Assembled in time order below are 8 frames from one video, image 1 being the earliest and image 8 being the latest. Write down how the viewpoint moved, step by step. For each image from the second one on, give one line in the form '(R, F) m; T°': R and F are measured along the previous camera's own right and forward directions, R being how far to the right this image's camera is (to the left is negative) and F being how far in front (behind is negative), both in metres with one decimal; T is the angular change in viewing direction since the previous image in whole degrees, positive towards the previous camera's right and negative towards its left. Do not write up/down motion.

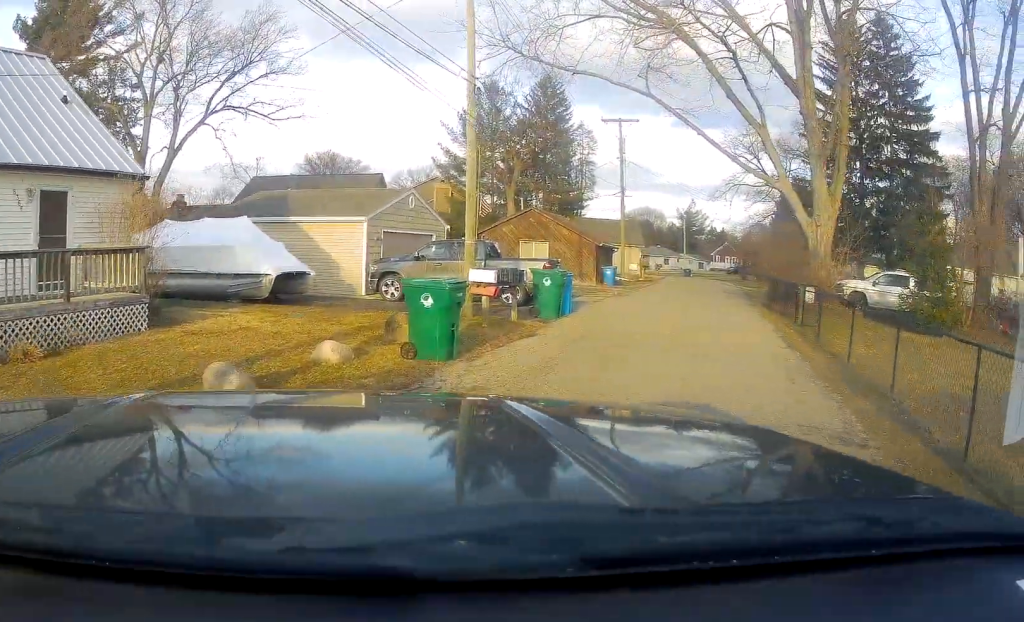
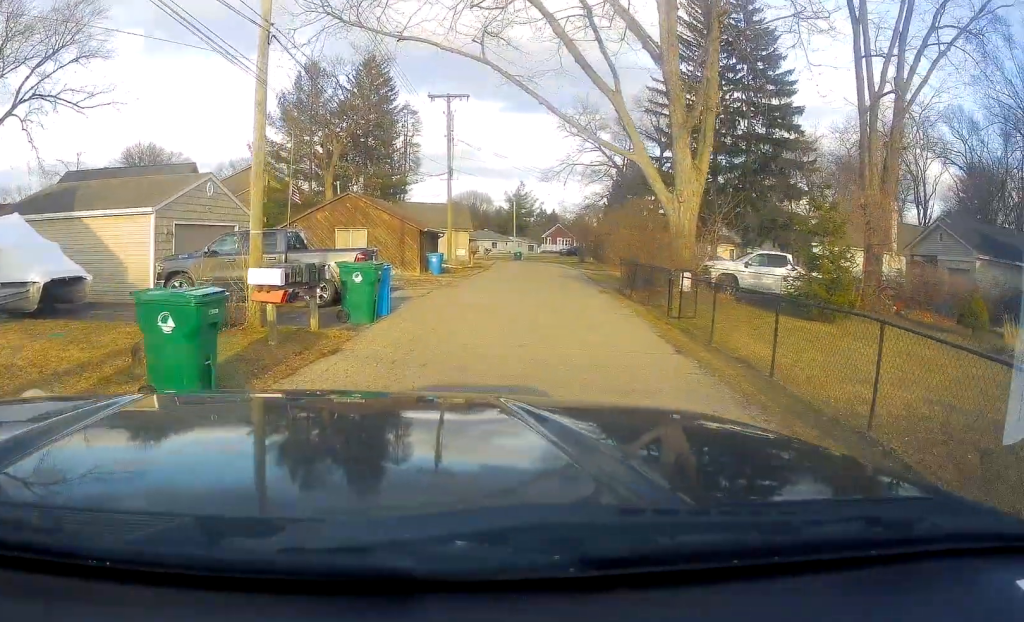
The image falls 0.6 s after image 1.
(+0.7, +3.3) m; +14°
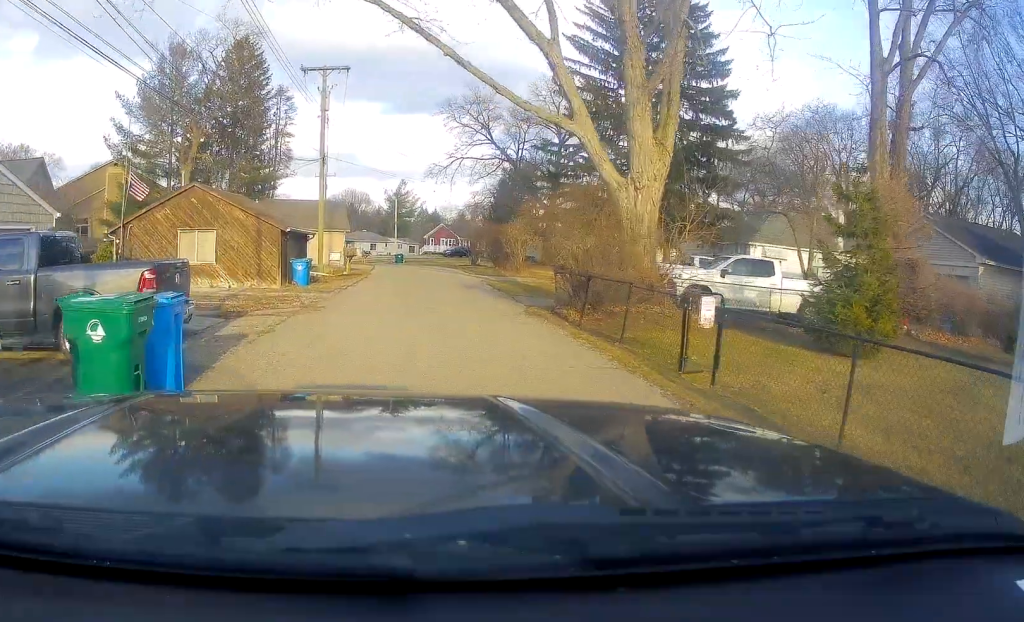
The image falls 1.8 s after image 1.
(+1.4, +6.6) m; +11°
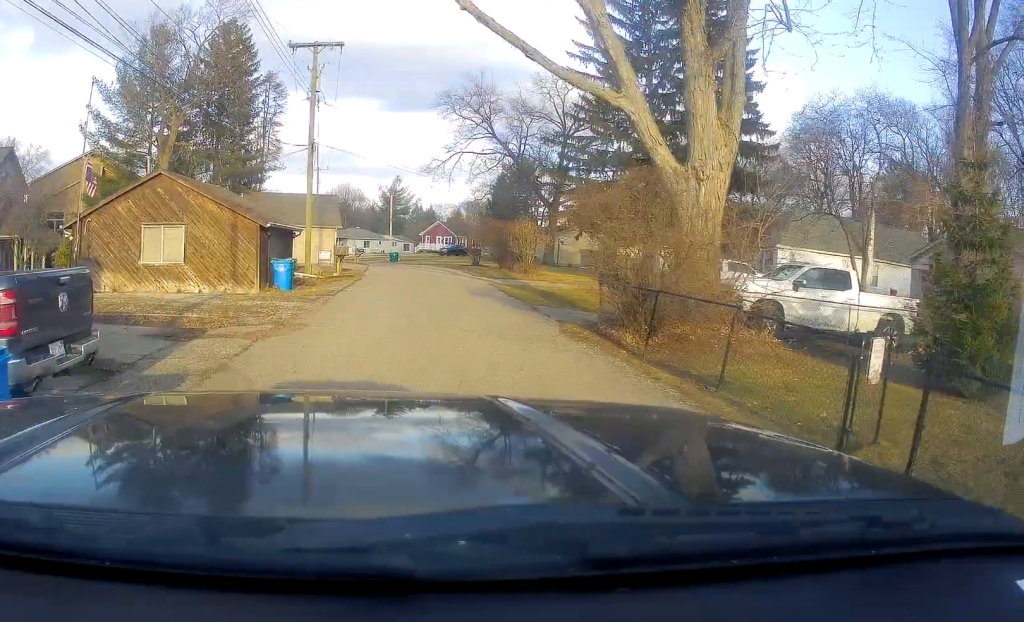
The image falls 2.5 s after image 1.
(-0.1, +3.9) m; -1°
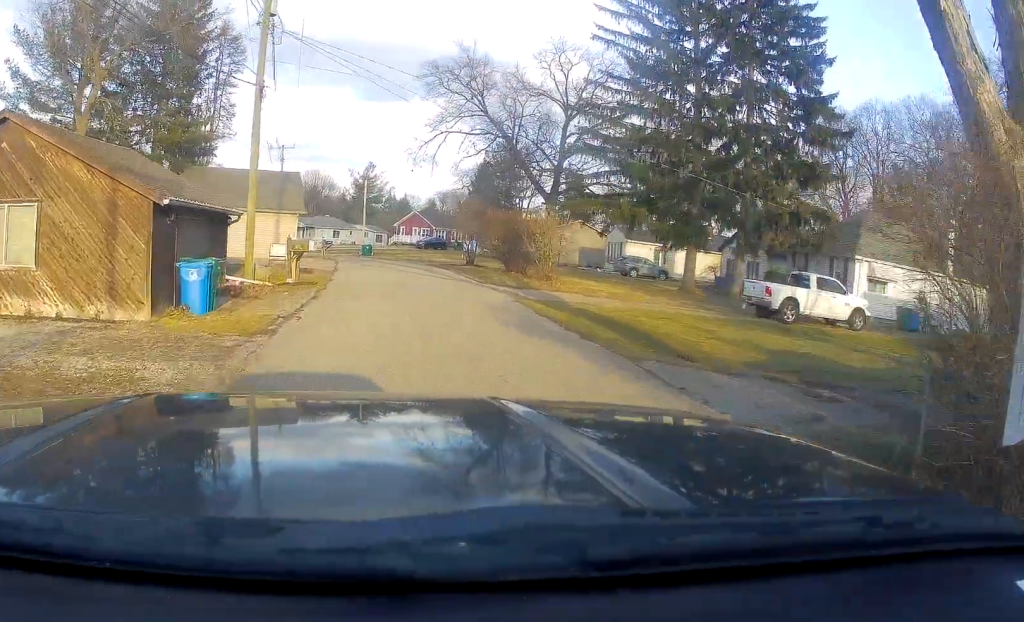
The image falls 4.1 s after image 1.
(-0.2, +10.5) m; +9°
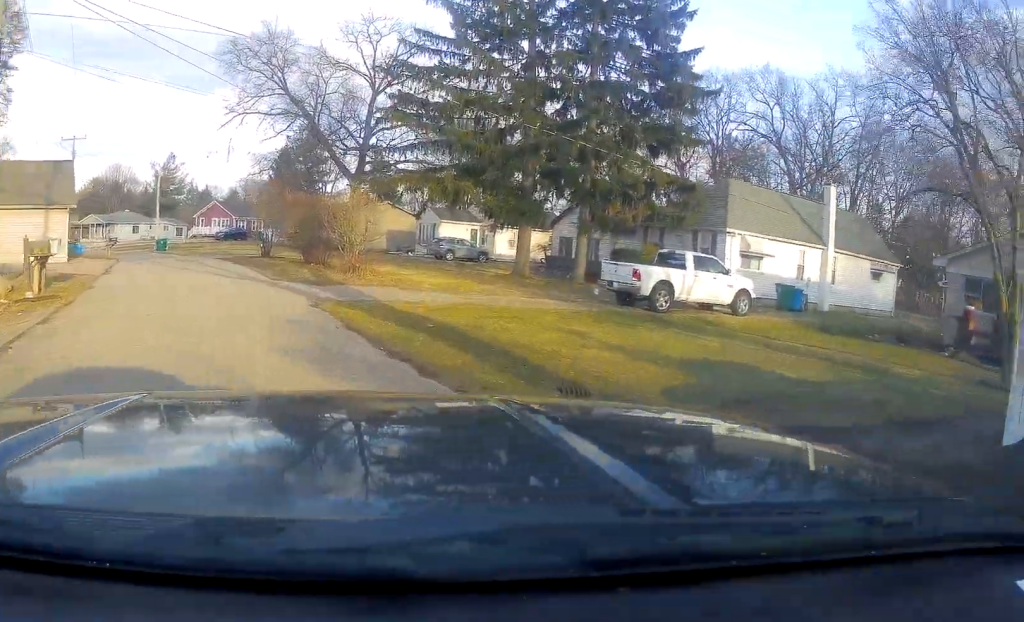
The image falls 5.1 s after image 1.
(+1.0, +5.6) m; +16°
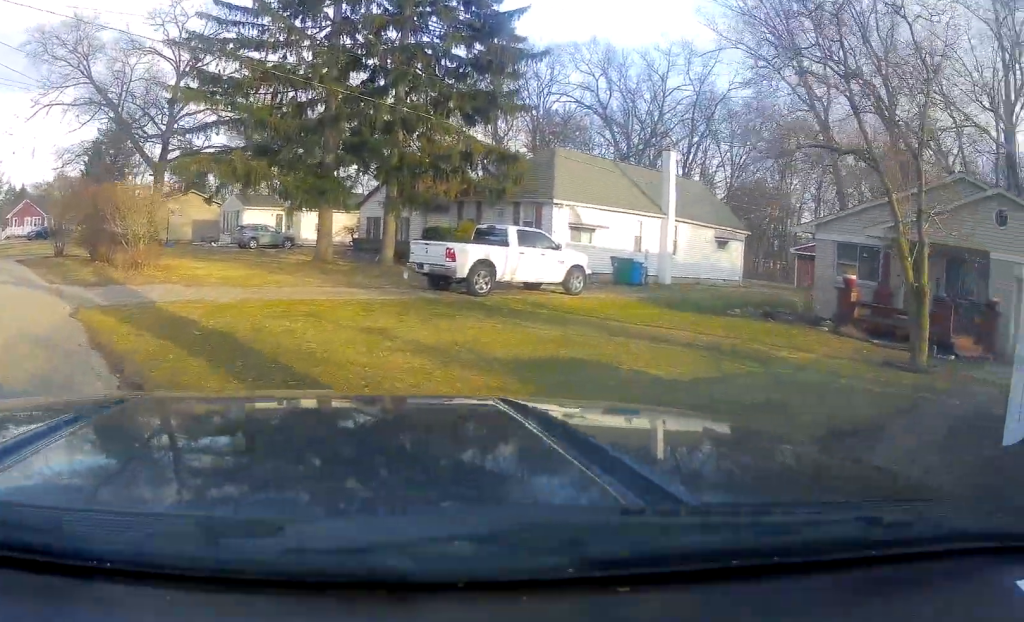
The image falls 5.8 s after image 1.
(+0.3, +3.0) m; +12°
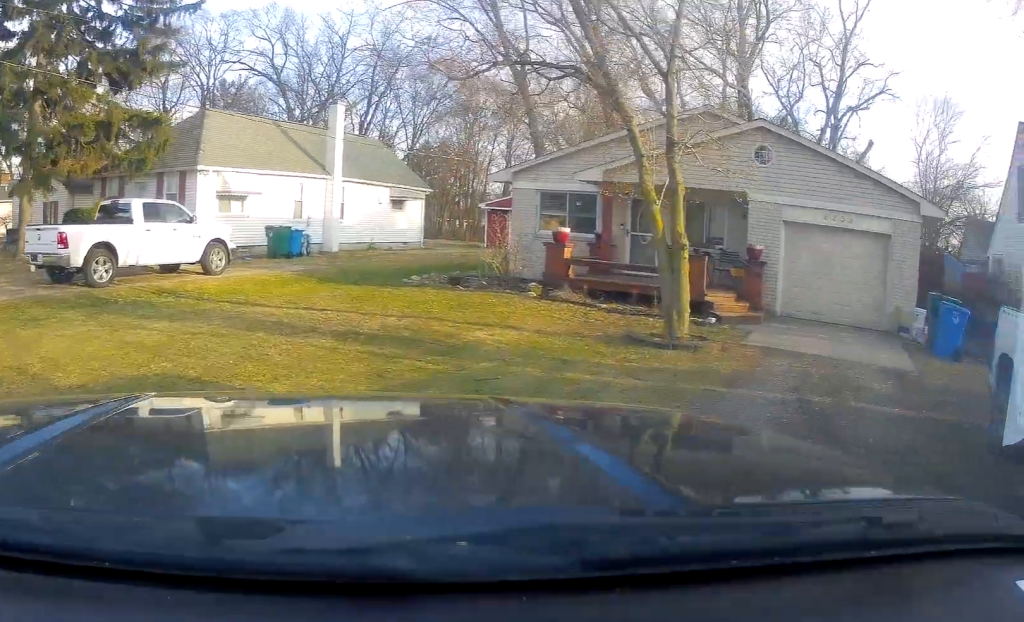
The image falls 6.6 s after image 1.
(+0.7, +3.5) m; +23°
